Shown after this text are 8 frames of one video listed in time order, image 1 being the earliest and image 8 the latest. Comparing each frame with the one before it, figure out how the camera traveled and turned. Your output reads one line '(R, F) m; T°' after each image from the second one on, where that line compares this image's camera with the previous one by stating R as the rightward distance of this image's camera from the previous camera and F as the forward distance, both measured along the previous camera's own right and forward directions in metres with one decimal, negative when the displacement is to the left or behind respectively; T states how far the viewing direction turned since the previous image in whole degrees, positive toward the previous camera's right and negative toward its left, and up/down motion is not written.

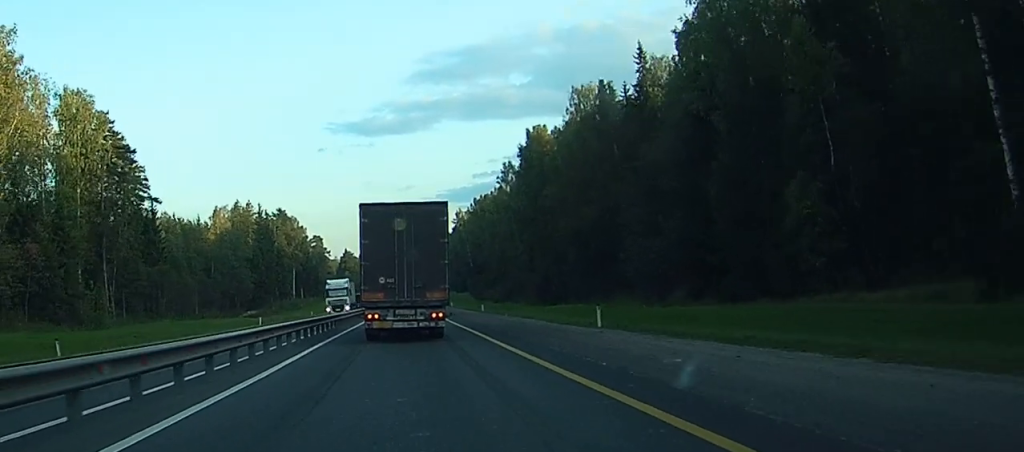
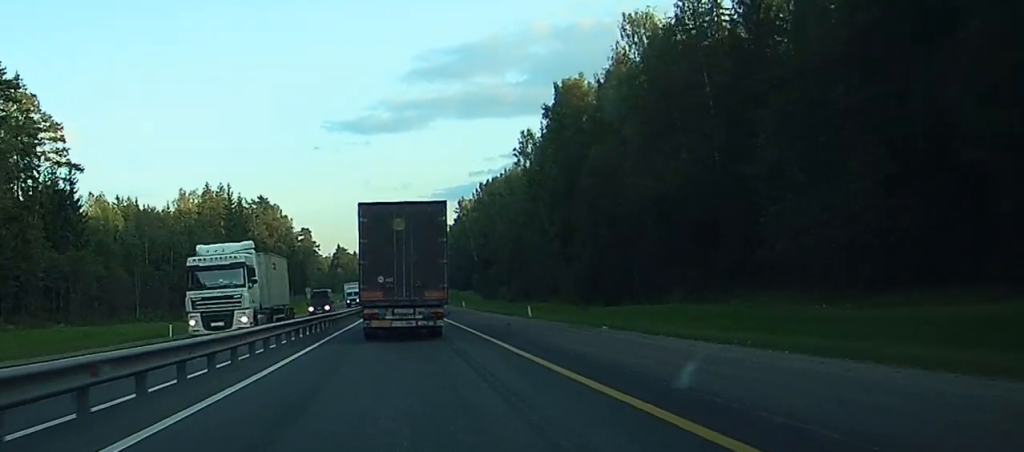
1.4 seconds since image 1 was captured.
(+0.3, +31.9) m; +1°
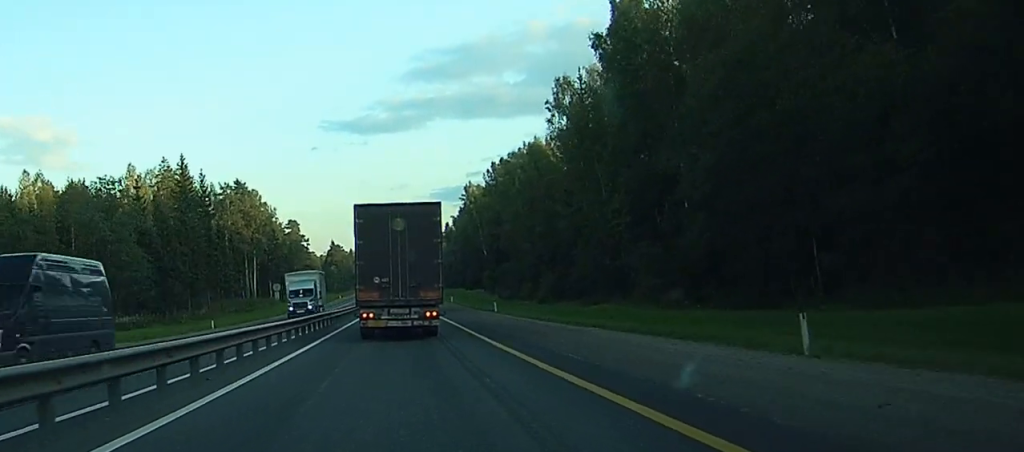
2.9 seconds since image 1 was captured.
(-0.2, +33.2) m; -1°
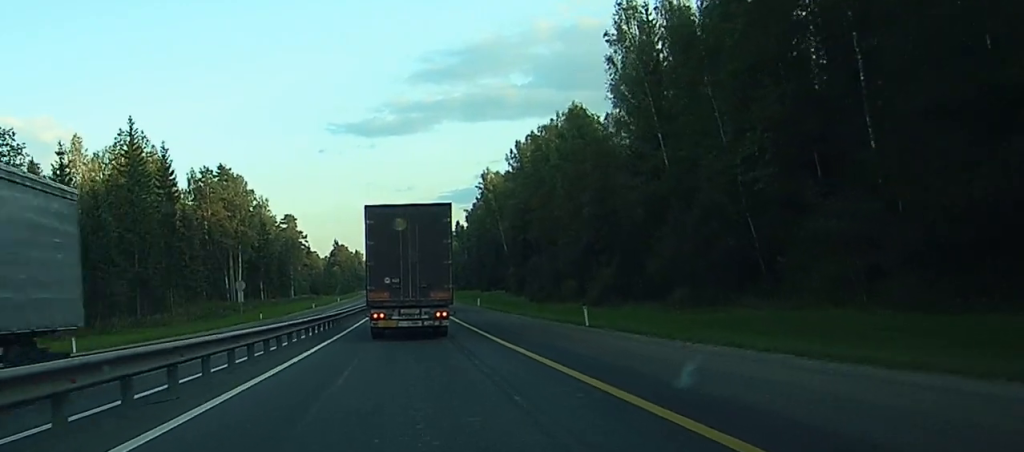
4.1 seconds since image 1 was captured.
(-0.1, +27.9) m; 0°
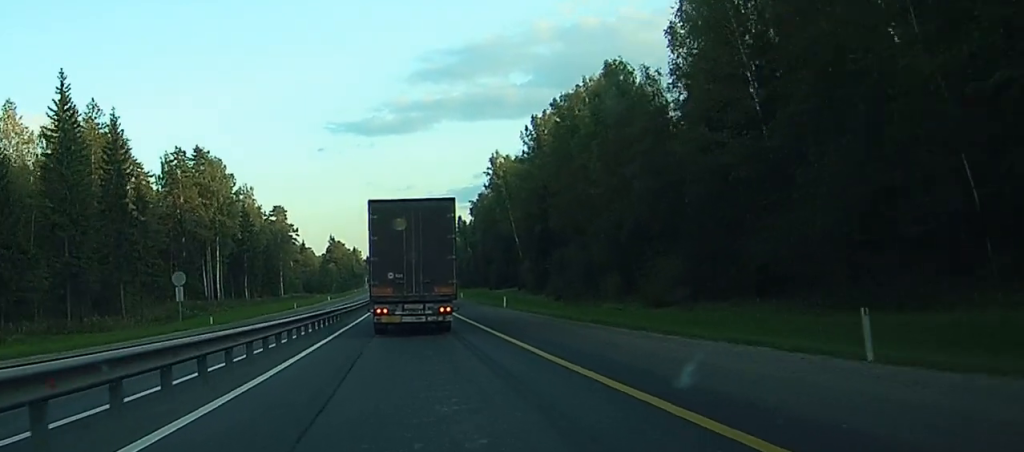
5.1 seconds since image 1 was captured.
(0.0, +20.2) m; 0°
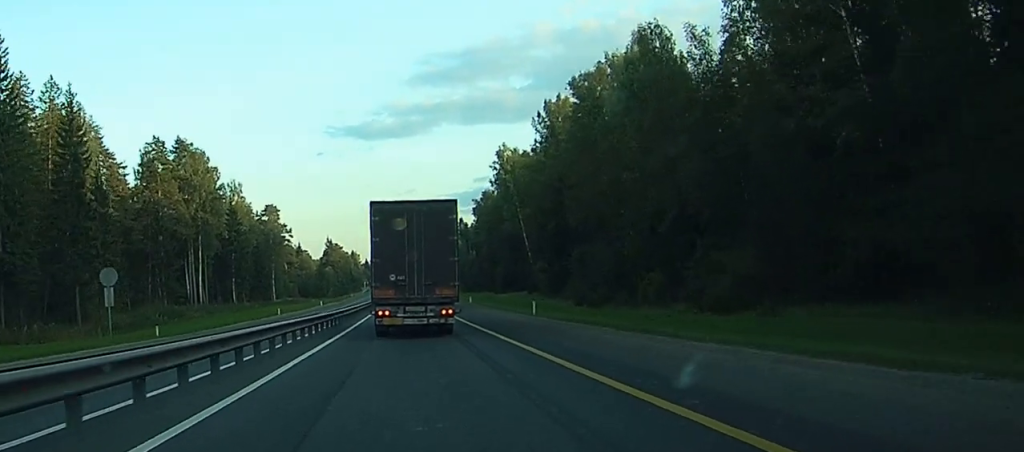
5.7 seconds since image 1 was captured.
(0.0, +12.7) m; 0°
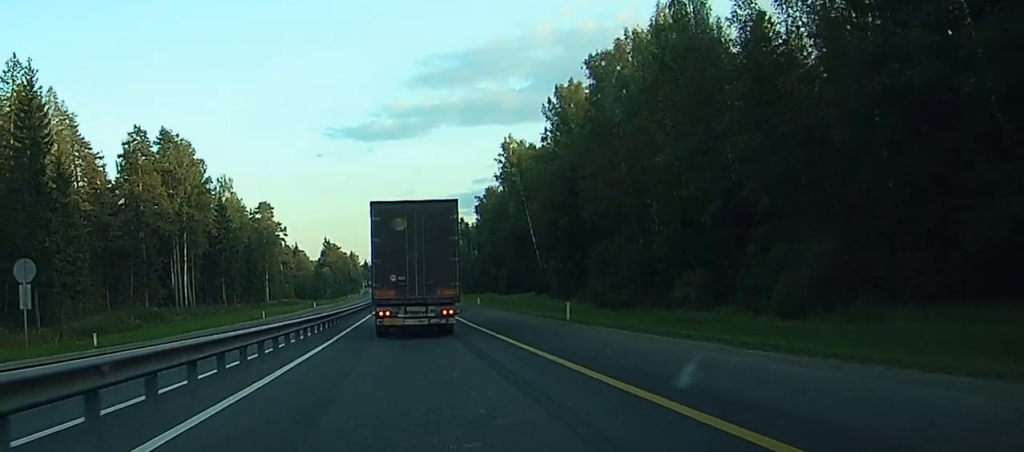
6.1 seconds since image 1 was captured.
(+0.1, +8.7) m; 0°
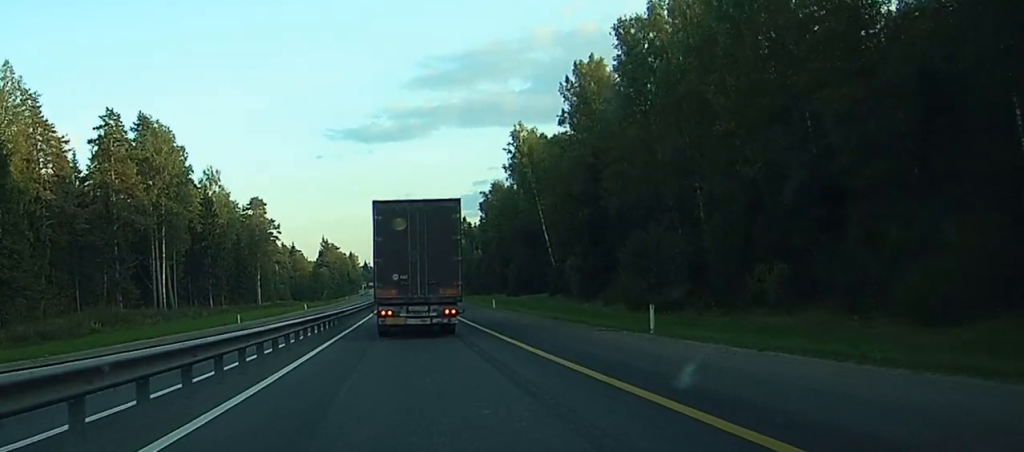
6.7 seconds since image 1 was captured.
(0.0, +11.3) m; 0°
